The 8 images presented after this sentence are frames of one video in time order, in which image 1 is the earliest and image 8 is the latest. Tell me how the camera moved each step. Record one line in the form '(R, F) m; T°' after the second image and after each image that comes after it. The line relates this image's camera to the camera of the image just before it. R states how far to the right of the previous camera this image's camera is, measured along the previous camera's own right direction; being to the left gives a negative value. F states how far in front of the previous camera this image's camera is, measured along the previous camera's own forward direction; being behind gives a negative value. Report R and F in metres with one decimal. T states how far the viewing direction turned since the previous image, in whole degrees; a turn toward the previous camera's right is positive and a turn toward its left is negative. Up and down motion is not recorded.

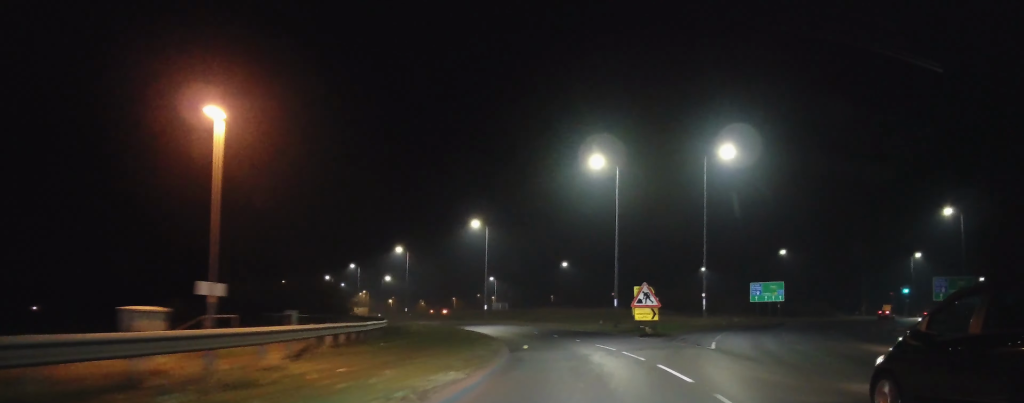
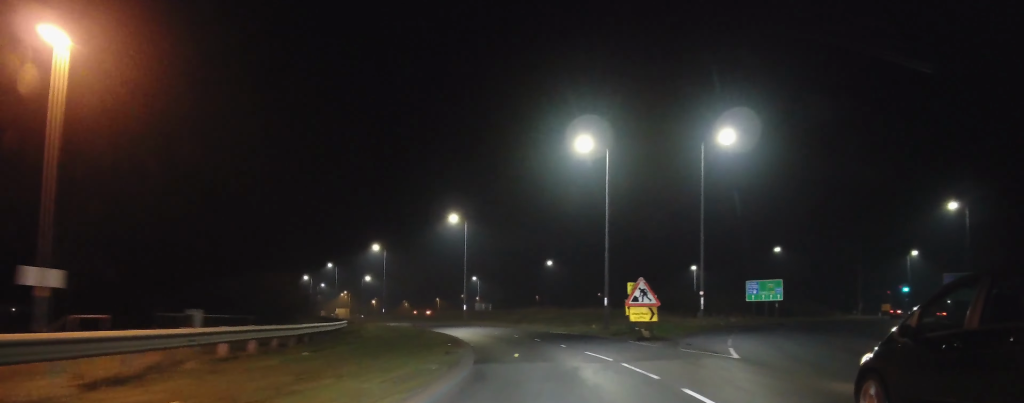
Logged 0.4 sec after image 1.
(+0.1, +5.0) m; -1°
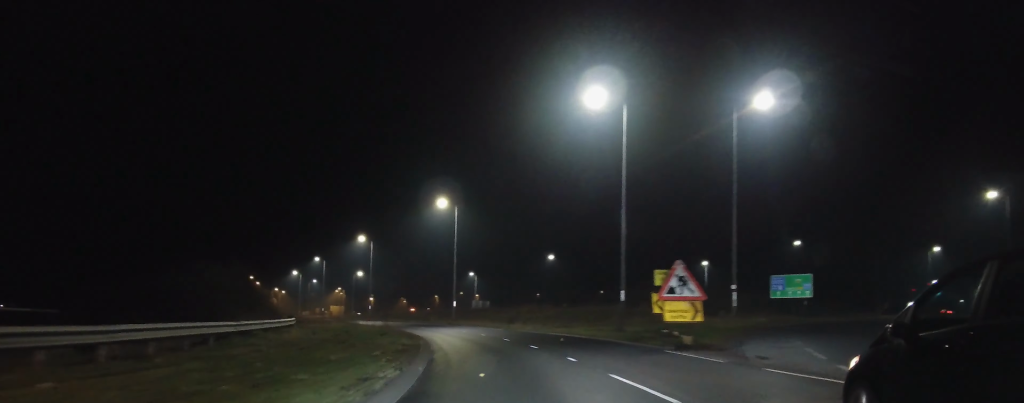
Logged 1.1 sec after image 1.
(-0.2, +8.8) m; -3°
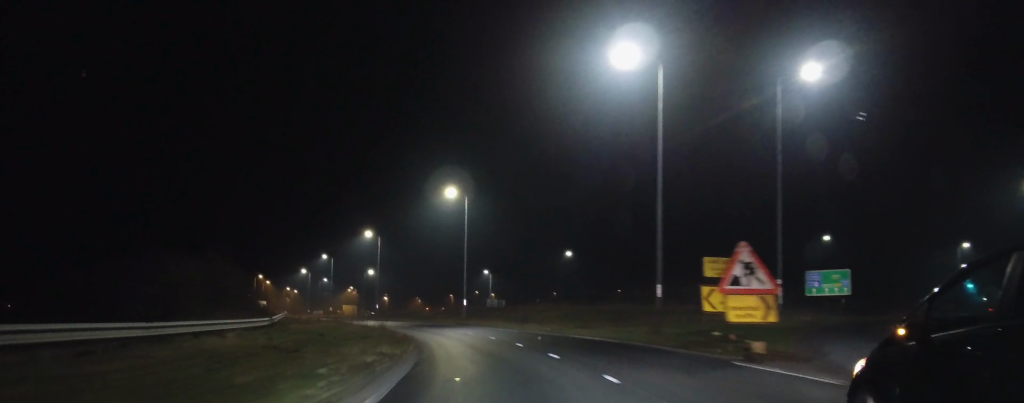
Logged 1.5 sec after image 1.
(-0.1, +5.5) m; -2°
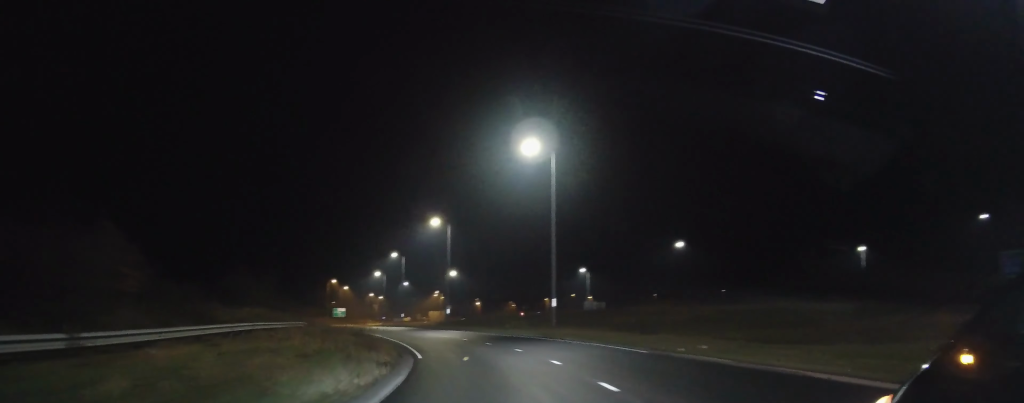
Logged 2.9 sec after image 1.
(-1.1, +17.6) m; -7°
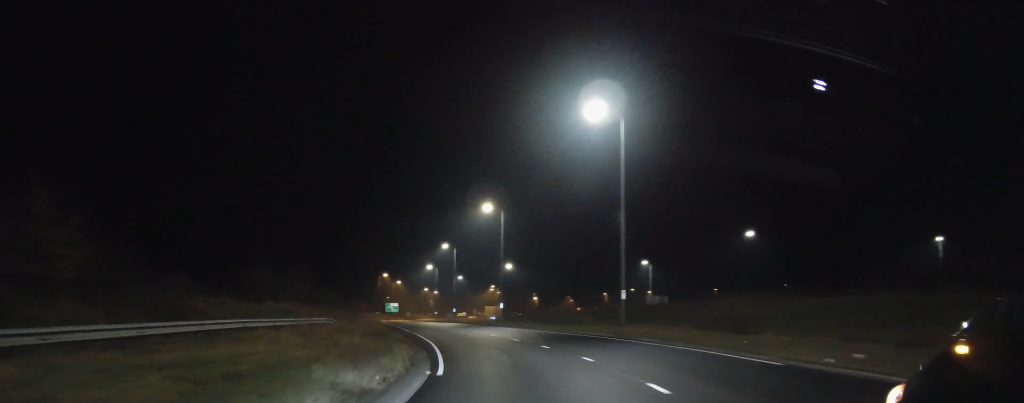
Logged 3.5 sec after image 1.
(-0.1, +6.3) m; -3°
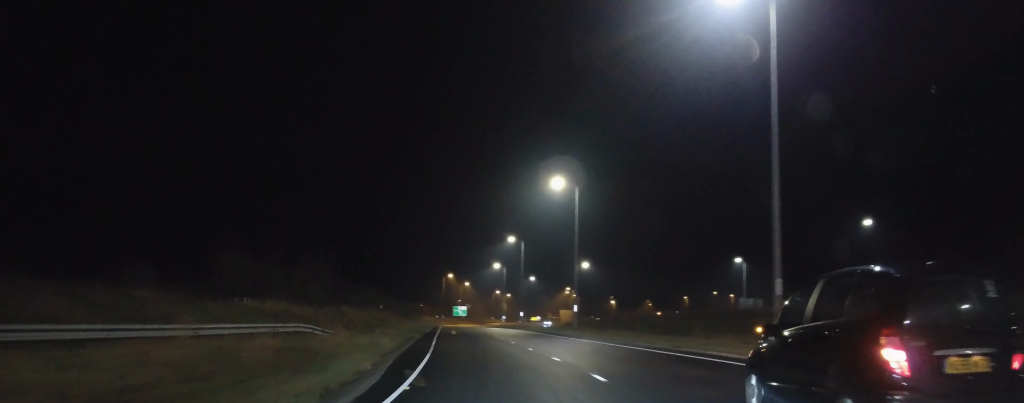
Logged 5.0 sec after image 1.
(-1.1, +15.3) m; -9°
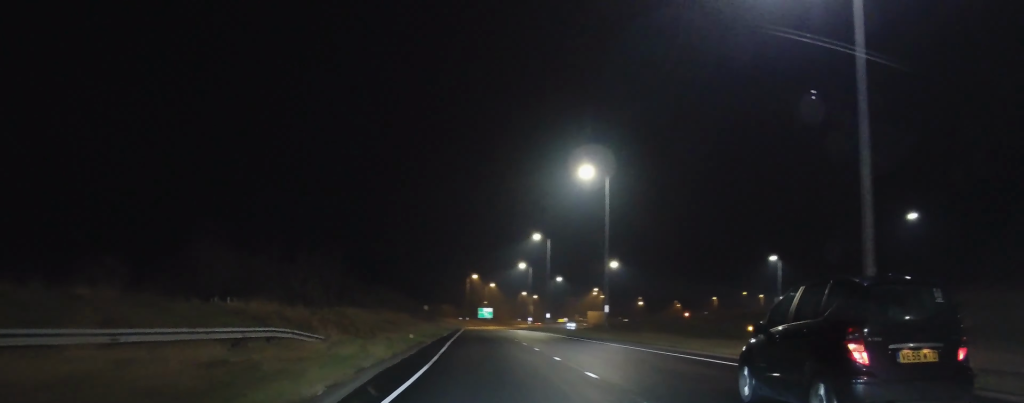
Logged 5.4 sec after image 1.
(-0.1, +4.9) m; -3°
